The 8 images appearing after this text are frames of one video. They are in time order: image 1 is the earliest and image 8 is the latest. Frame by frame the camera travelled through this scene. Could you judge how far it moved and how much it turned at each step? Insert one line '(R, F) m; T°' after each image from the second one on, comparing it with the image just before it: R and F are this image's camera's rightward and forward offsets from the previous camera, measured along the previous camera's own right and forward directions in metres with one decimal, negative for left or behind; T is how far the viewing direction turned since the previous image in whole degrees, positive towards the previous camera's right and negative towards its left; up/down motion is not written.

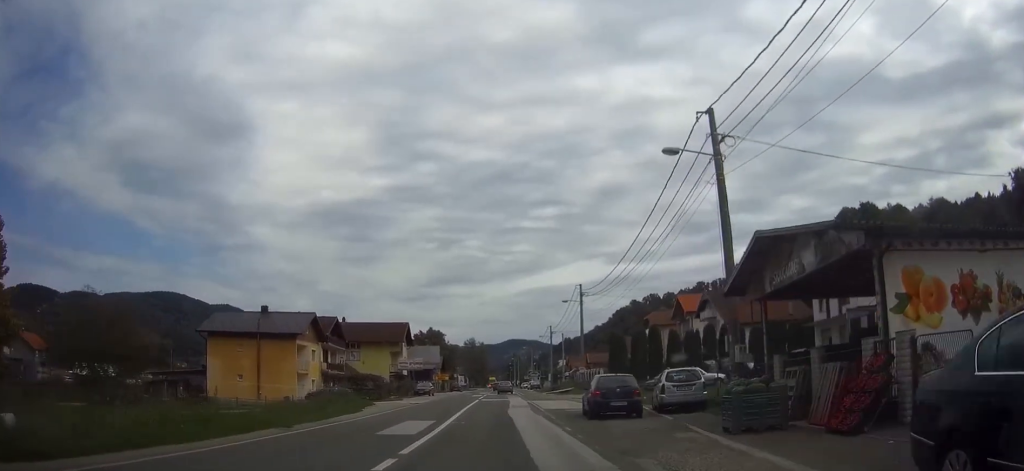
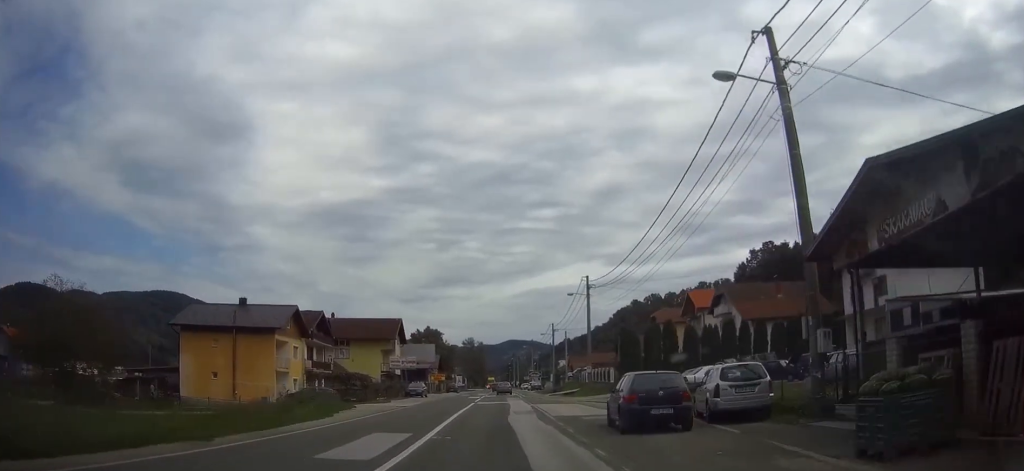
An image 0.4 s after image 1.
(0.0, +6.0) m; 0°
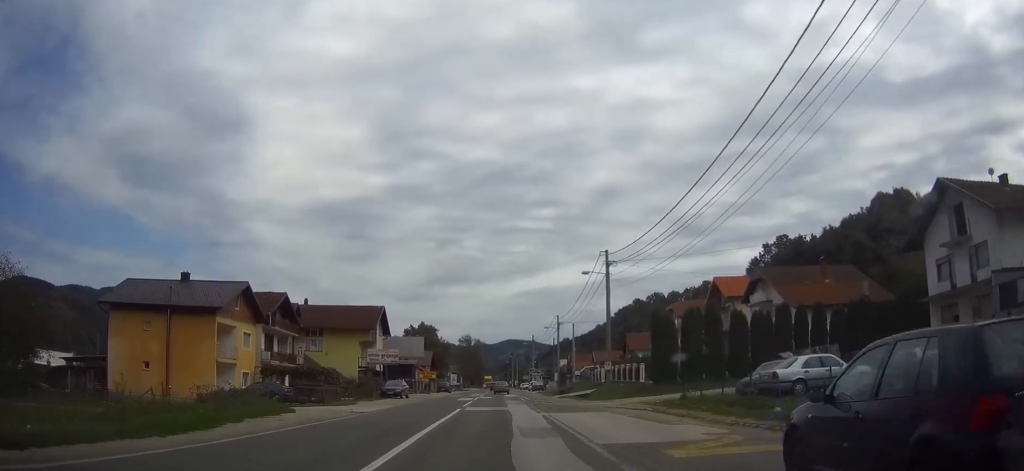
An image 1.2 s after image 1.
(0.0, +12.2) m; +1°
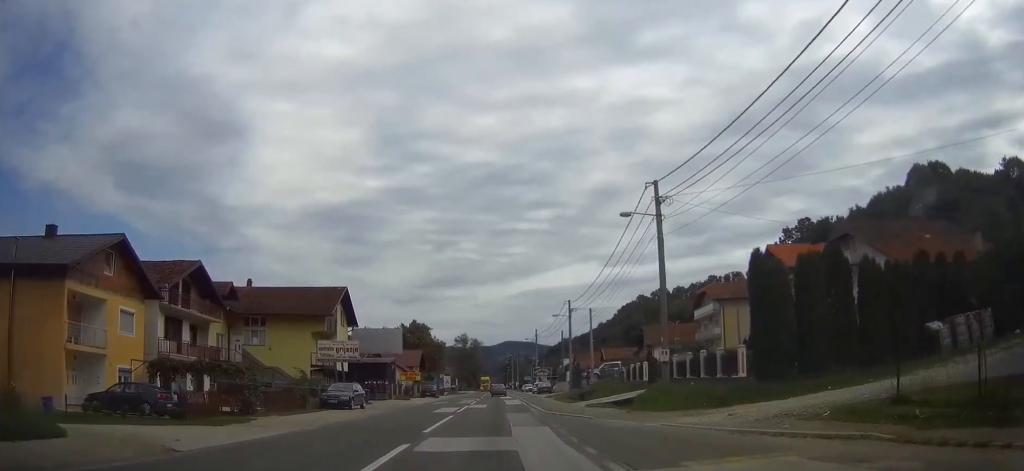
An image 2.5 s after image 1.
(+0.2, +17.9) m; 0°
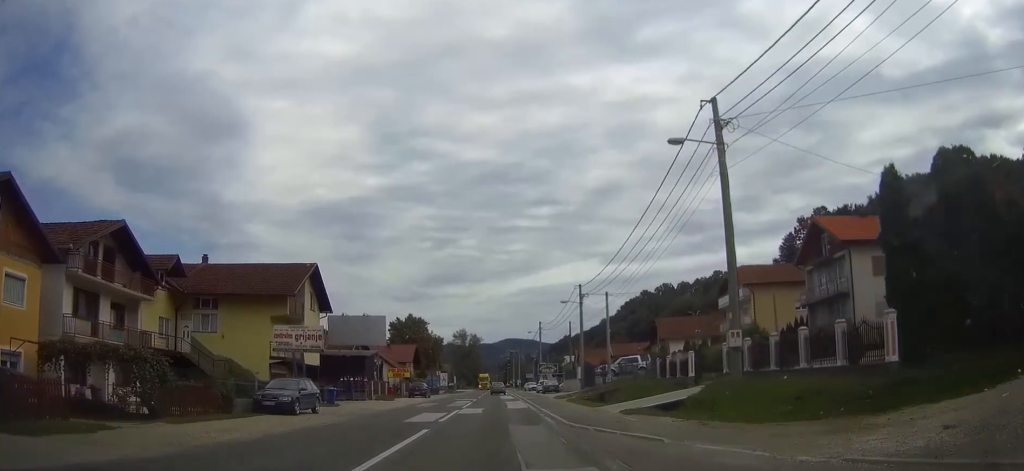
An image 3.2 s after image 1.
(-0.1, +10.0) m; 0°
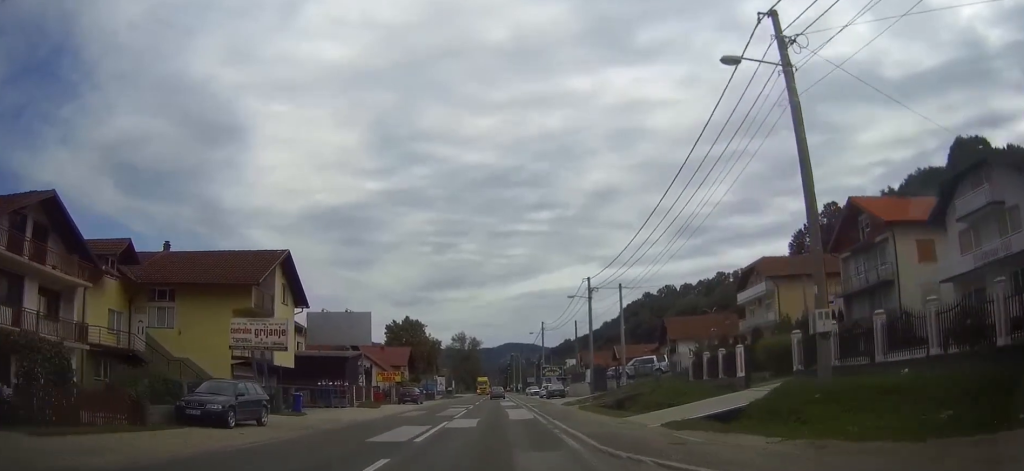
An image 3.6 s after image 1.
(0.0, +6.6) m; 0°
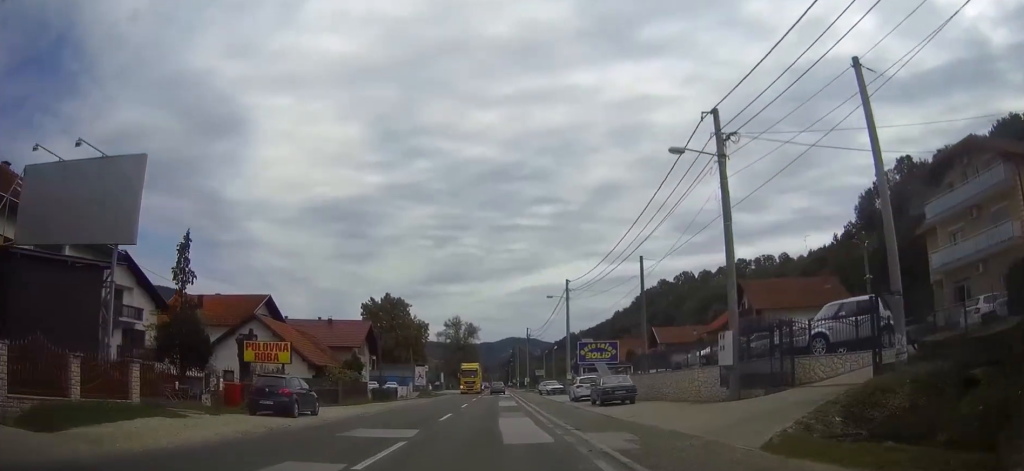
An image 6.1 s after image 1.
(-0.1, +34.4) m; 0°
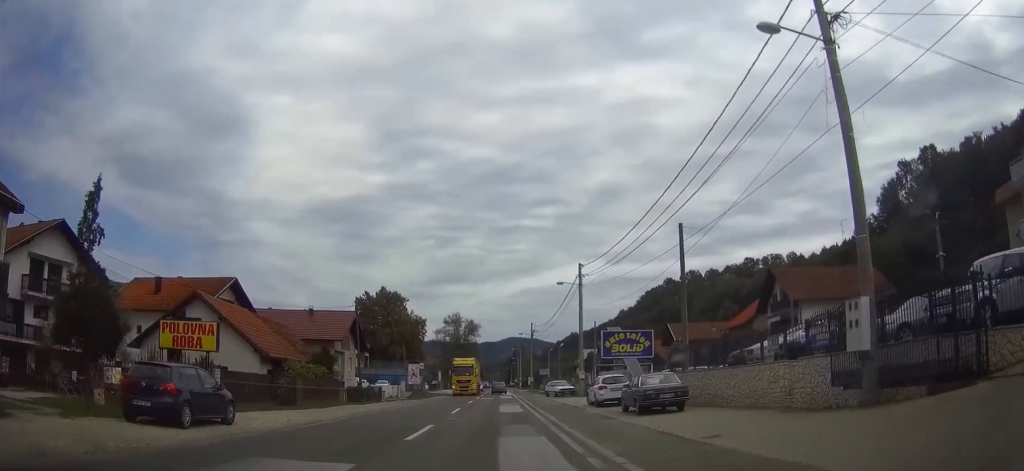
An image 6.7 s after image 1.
(0.0, +8.6) m; 0°
